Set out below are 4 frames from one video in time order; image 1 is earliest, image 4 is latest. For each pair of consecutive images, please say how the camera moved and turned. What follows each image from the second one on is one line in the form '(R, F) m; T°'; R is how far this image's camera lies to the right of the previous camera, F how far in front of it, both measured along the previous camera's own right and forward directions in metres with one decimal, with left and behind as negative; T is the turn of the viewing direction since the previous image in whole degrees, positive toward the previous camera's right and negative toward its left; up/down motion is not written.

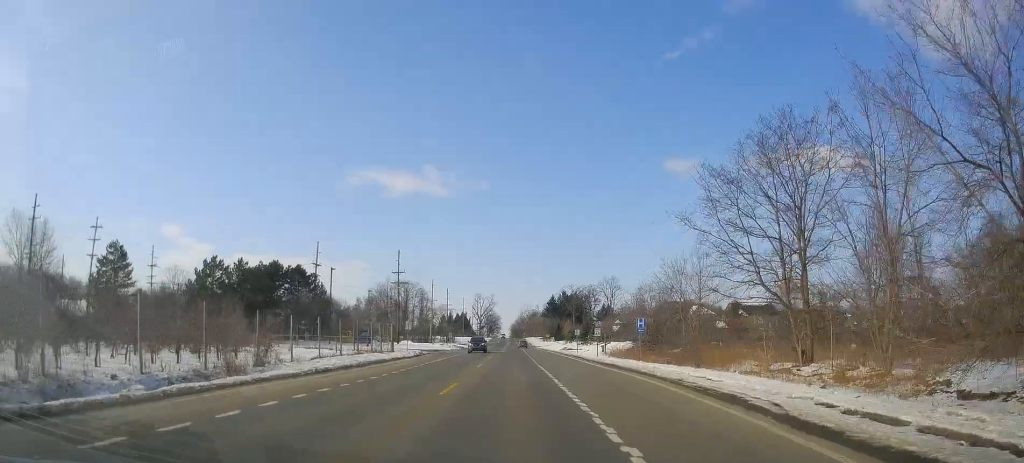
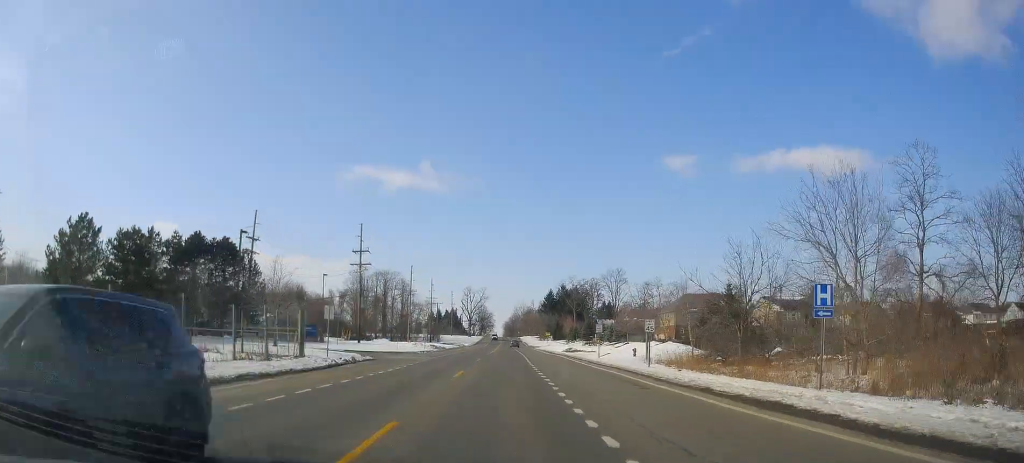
(+0.2, +29.4) m; 0°
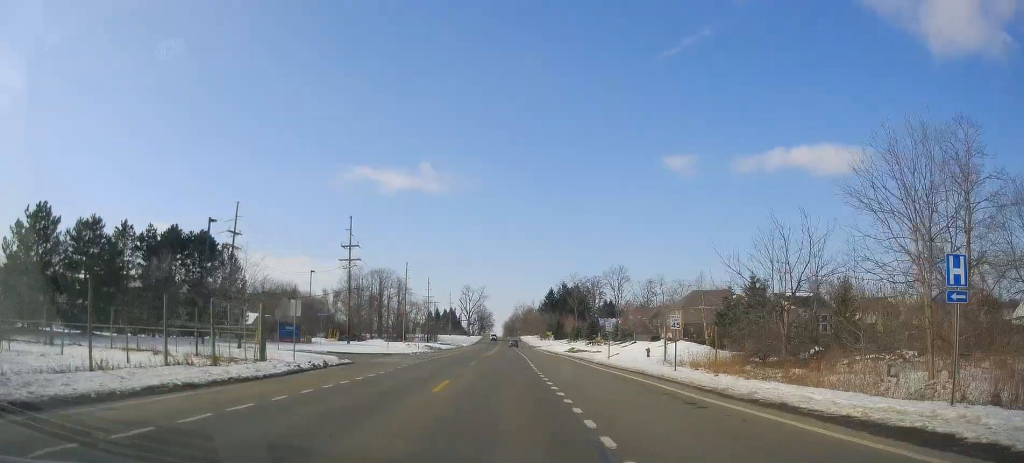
(-0.2, +7.3) m; 0°
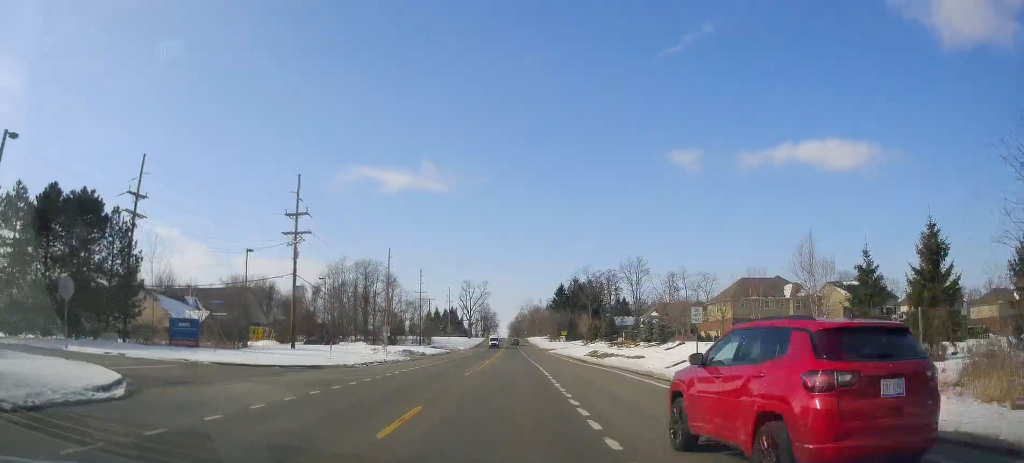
(0.0, +28.6) m; 0°
